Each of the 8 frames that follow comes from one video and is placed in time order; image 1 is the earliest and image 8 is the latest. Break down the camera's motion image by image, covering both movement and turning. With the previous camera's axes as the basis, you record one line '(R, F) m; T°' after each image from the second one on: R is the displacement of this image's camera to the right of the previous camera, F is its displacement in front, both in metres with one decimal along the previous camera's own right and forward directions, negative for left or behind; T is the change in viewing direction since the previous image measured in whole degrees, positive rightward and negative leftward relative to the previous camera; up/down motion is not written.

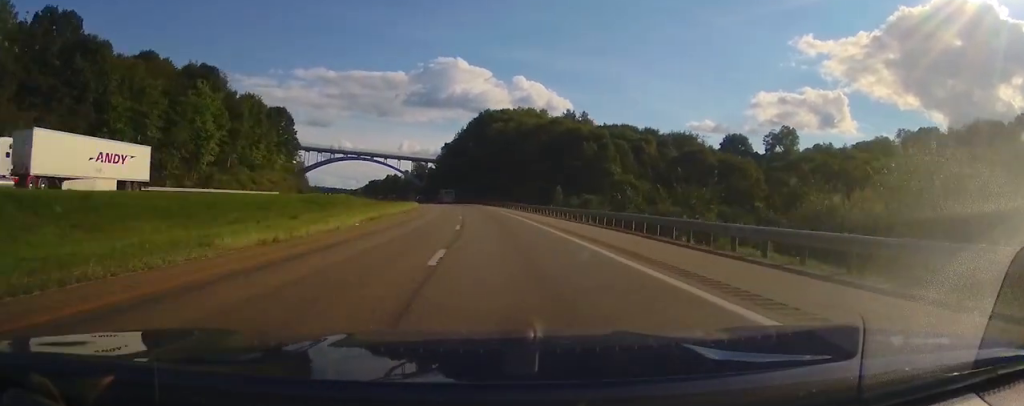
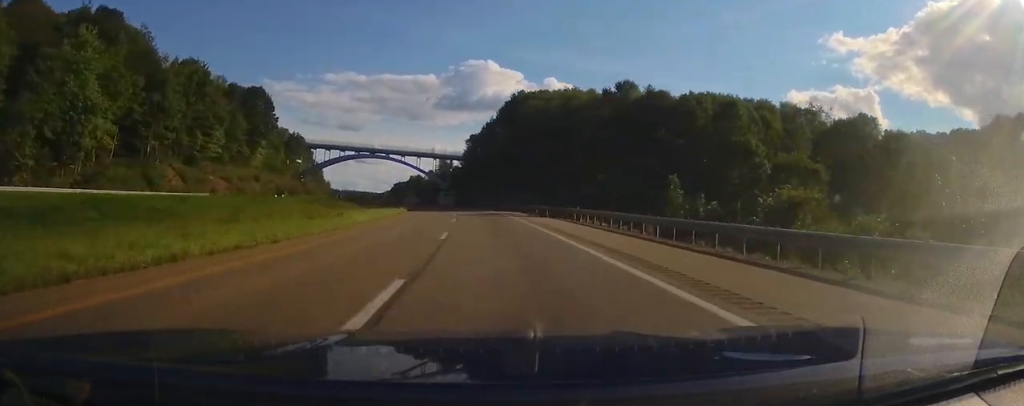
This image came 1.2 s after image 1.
(-1.0, +42.4) m; -3°
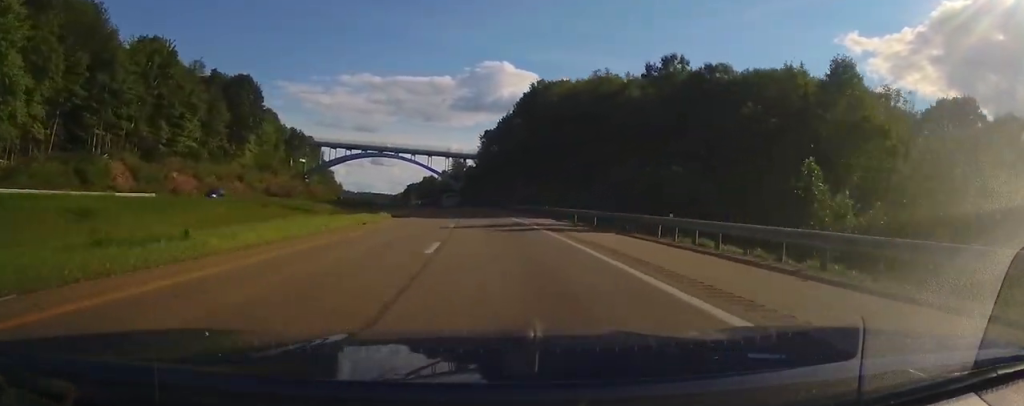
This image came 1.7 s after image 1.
(+0.1, +17.2) m; -2°
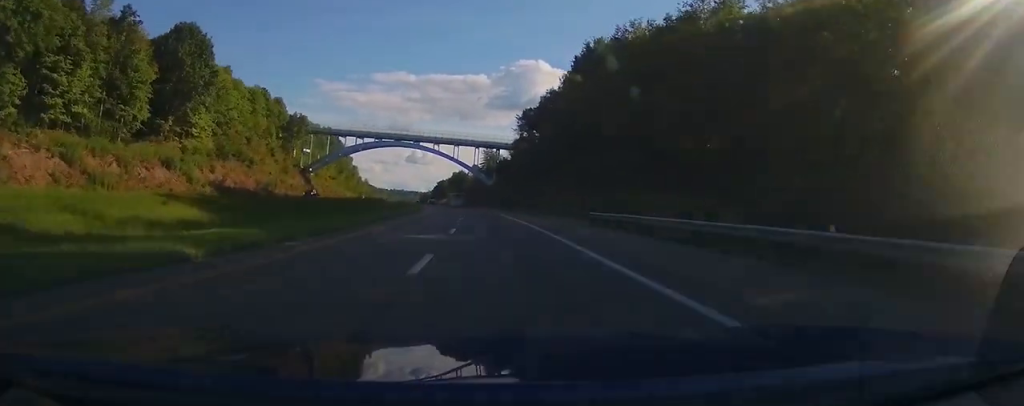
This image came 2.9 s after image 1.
(-2.1, +40.4) m; -6°
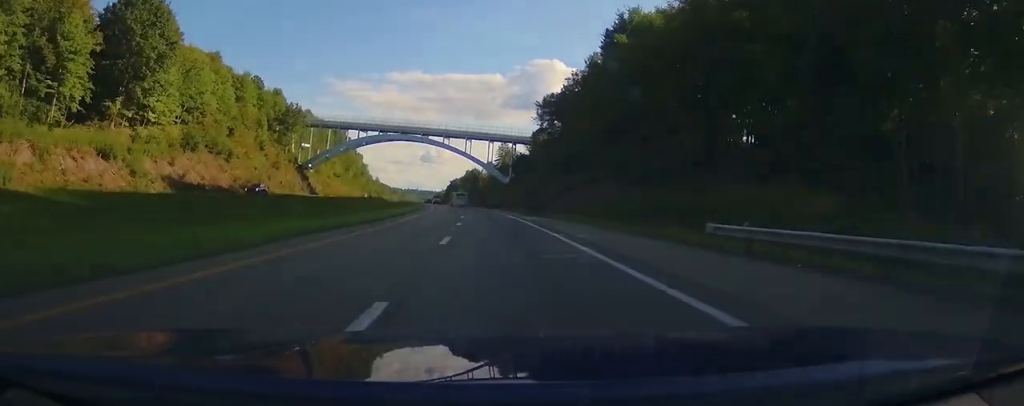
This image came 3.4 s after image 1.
(-0.9, +18.7) m; -2°
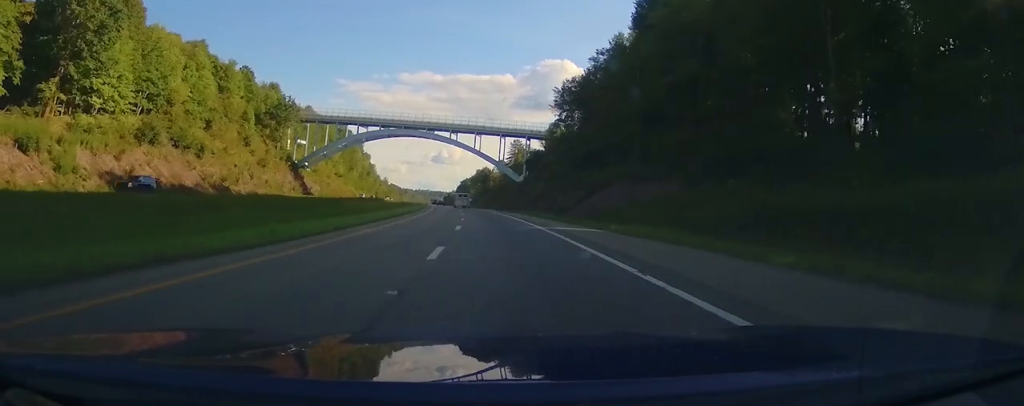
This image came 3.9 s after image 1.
(-0.3, +16.4) m; -1°
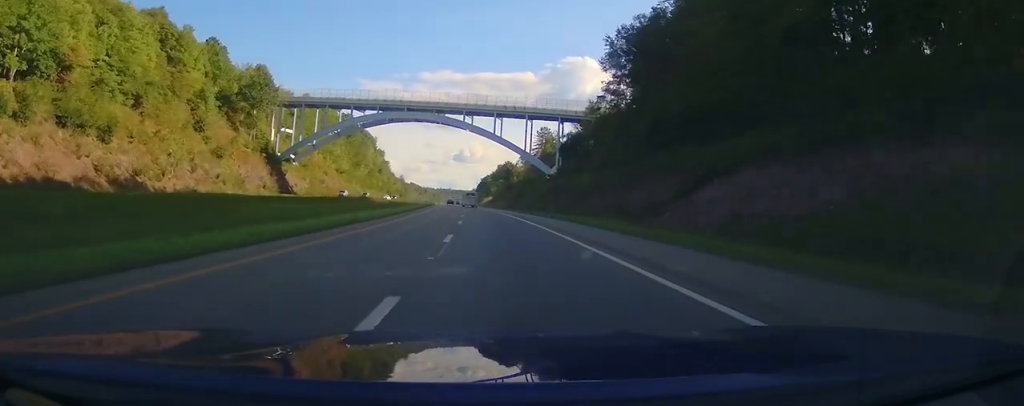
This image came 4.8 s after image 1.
(0.0, +32.8) m; 0°
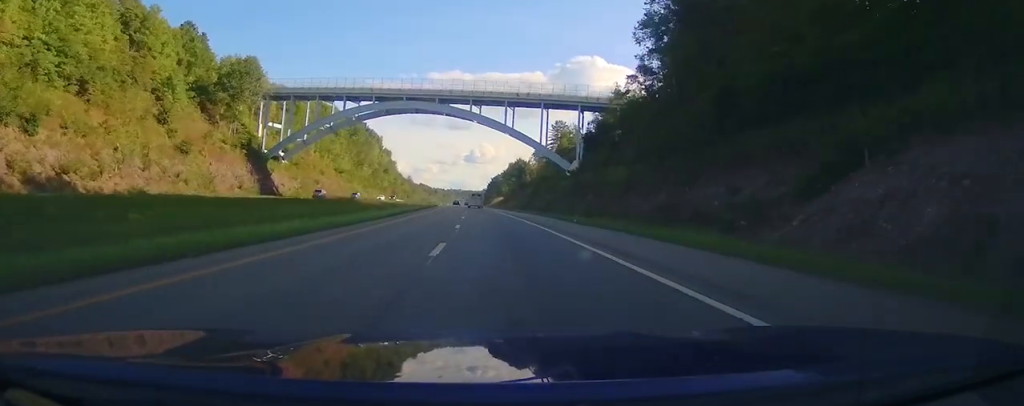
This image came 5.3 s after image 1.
(0.0, +16.4) m; 0°
